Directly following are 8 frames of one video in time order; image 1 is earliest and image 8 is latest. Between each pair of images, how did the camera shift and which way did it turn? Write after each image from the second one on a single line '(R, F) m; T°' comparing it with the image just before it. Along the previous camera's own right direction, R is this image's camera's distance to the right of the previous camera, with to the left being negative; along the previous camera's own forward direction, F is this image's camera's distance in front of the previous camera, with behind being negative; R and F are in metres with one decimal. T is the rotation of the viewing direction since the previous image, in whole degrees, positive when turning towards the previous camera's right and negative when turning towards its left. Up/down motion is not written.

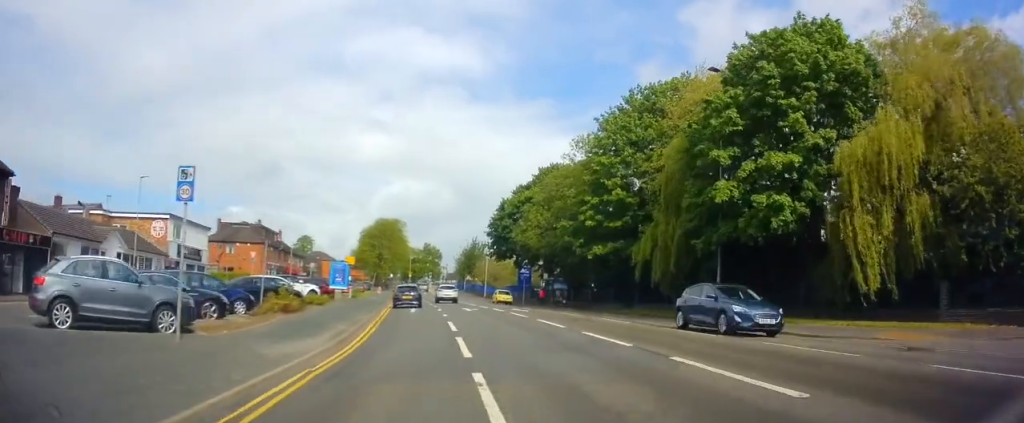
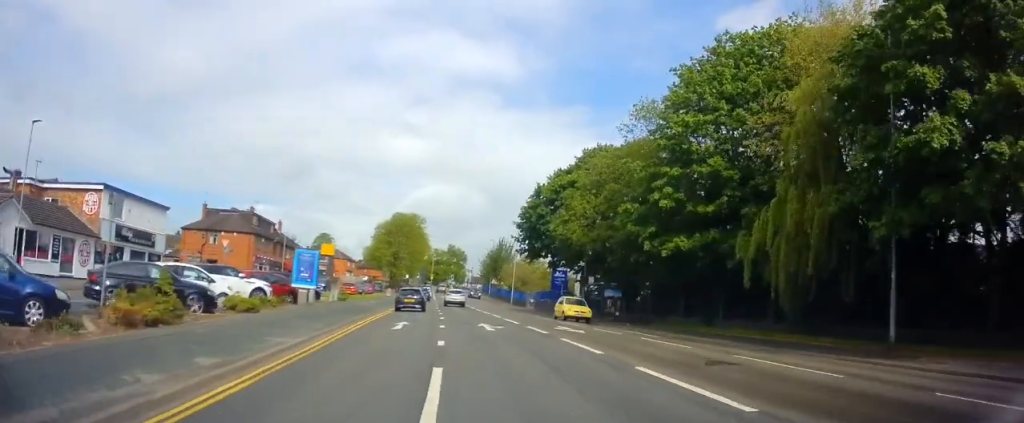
(-0.2, +11.3) m; -3°
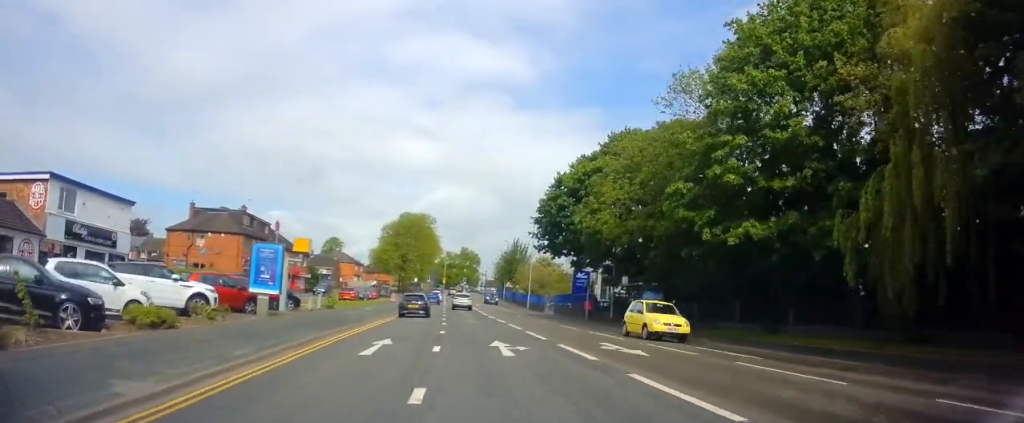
(-0.2, +6.1) m; -2°
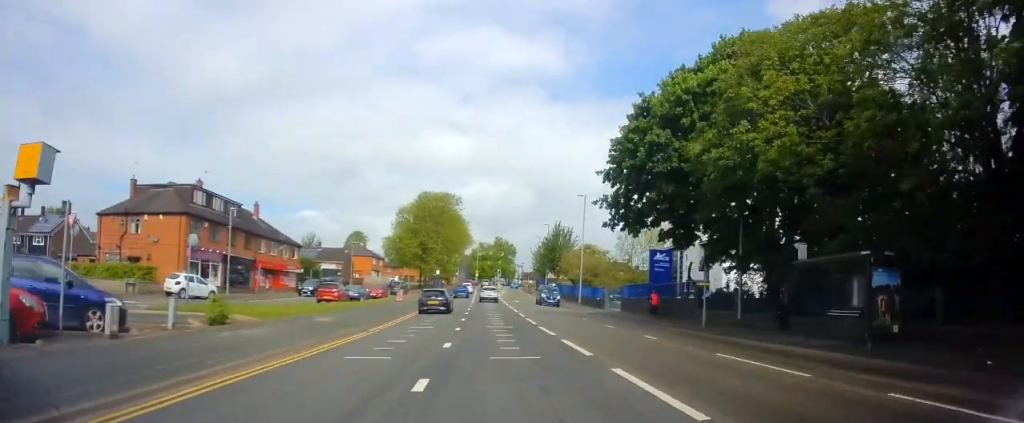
(-0.3, +17.3) m; -1°
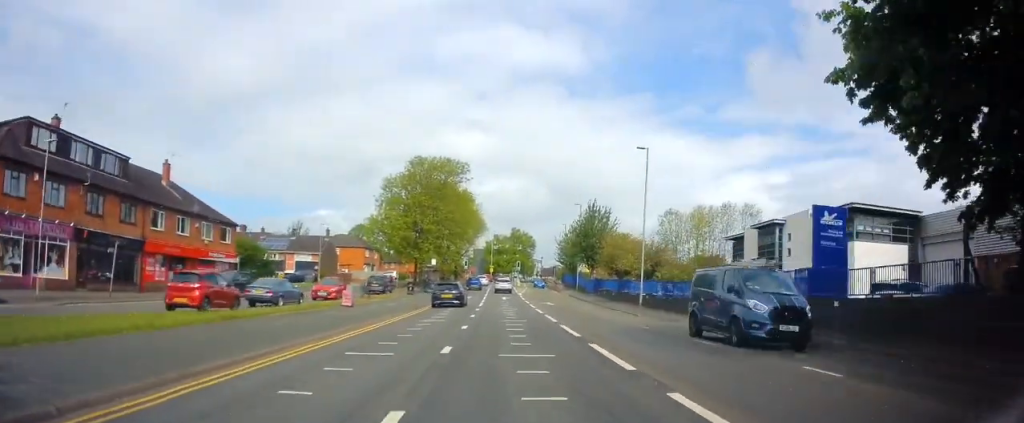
(-0.6, +20.8) m; -5°
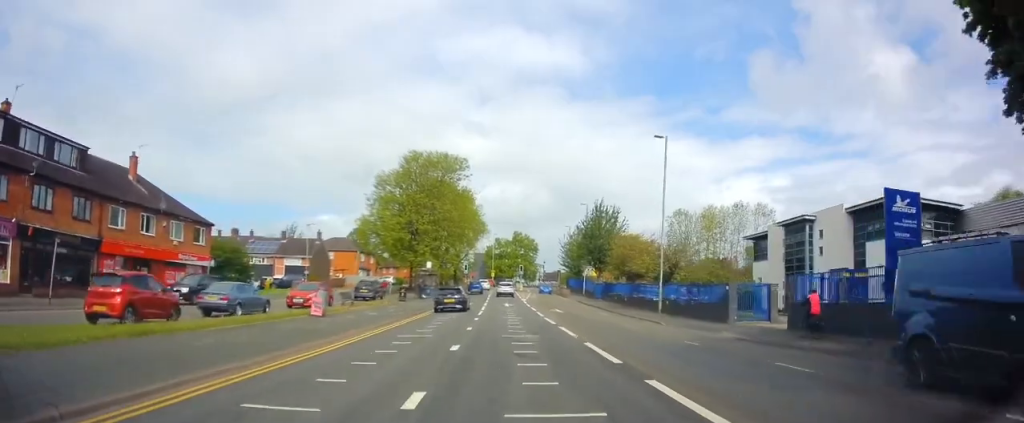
(-0.1, +4.7) m; +1°
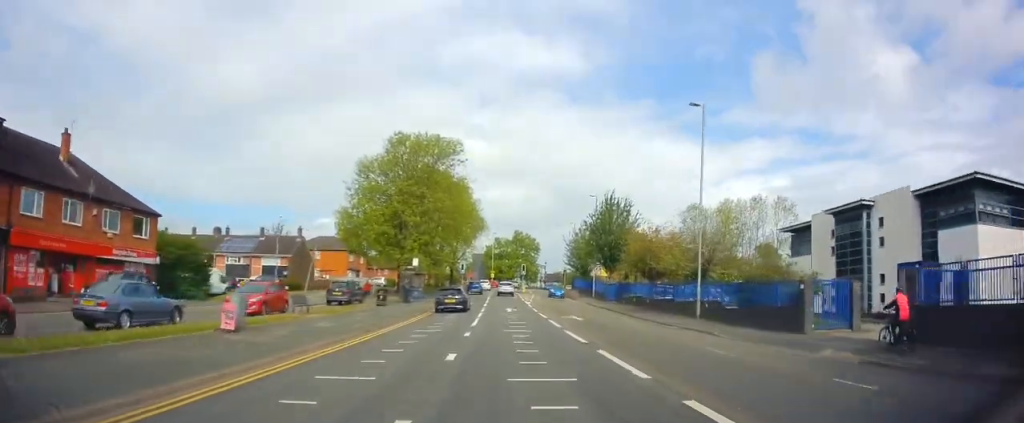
(-0.2, +7.5) m; +1°
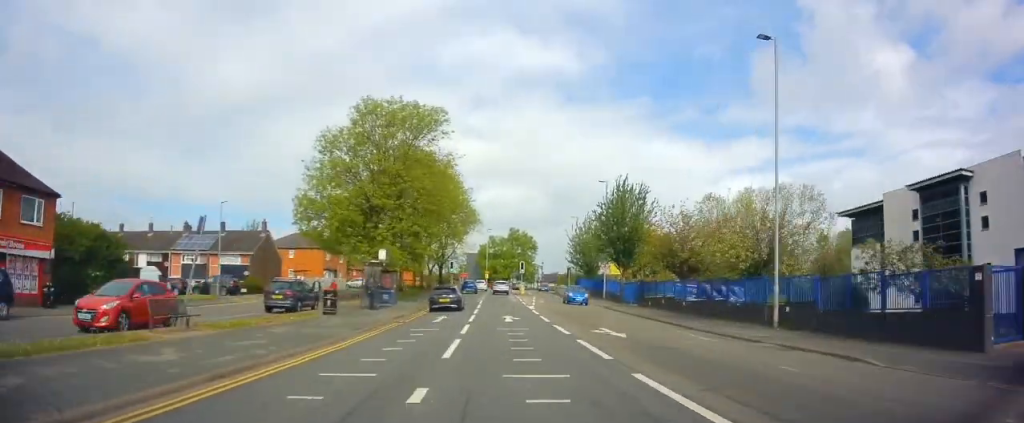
(+0.4, +9.7) m; +2°
